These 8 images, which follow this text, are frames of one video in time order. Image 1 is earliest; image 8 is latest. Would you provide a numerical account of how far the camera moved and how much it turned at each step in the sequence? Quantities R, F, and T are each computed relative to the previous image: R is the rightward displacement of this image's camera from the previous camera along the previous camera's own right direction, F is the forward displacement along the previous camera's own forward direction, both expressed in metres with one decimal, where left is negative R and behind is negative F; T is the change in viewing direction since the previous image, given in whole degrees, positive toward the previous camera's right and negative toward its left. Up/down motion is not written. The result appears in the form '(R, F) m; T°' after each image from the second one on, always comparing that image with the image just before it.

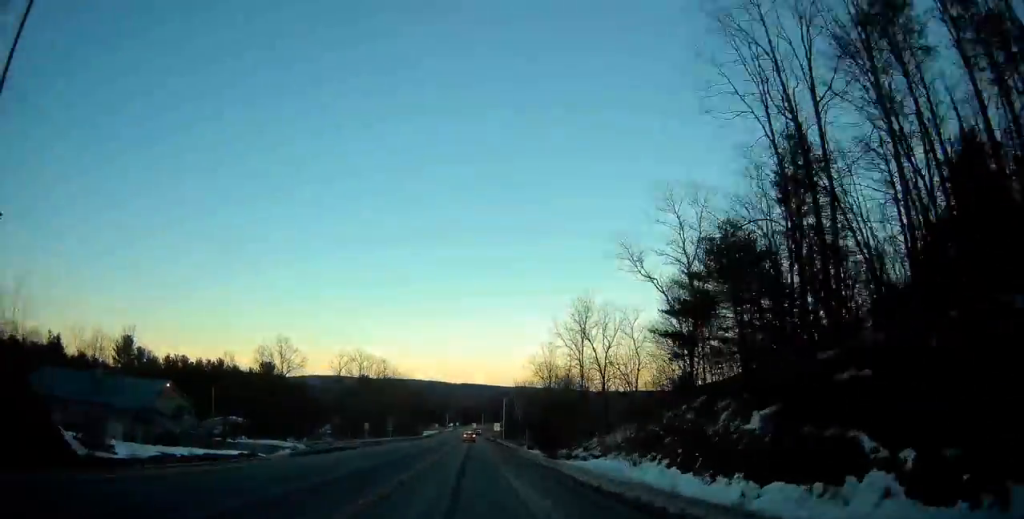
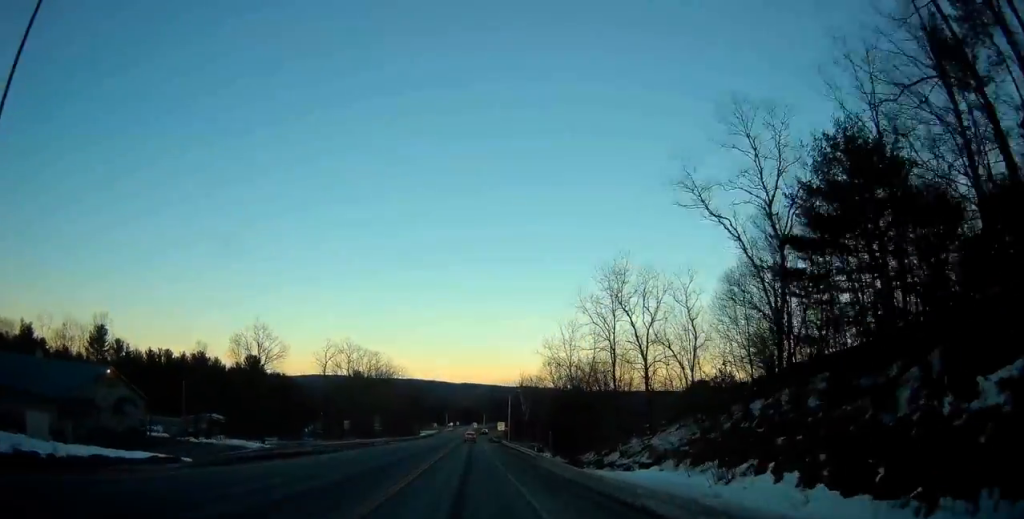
(-0.1, +13.3) m; 0°
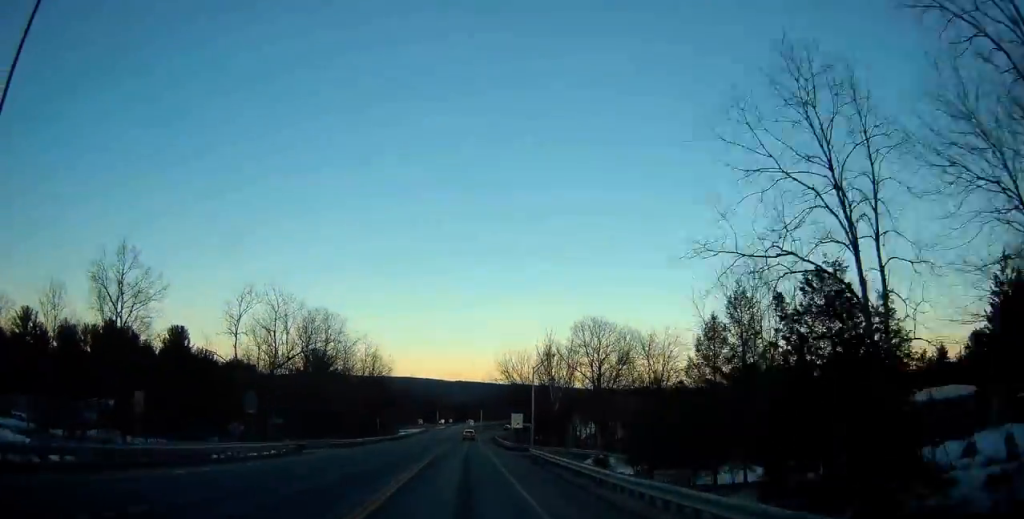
(+0.1, +42.8) m; 0°
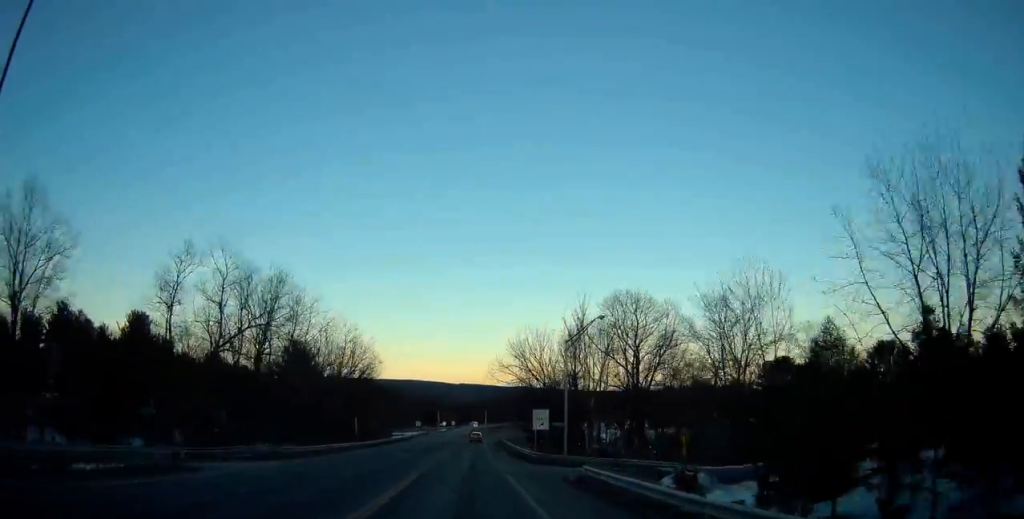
(-0.4, +17.9) m; 0°
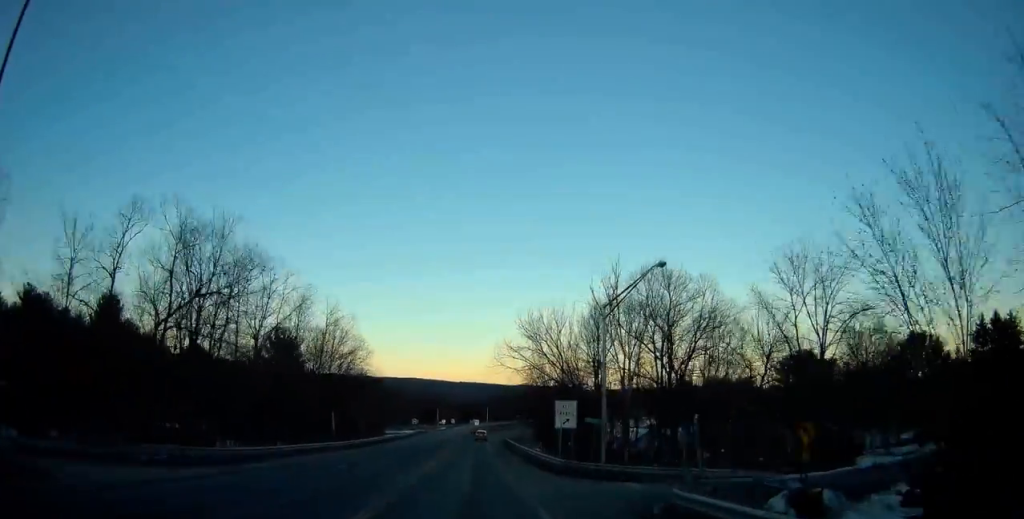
(+0.3, +10.9) m; 0°
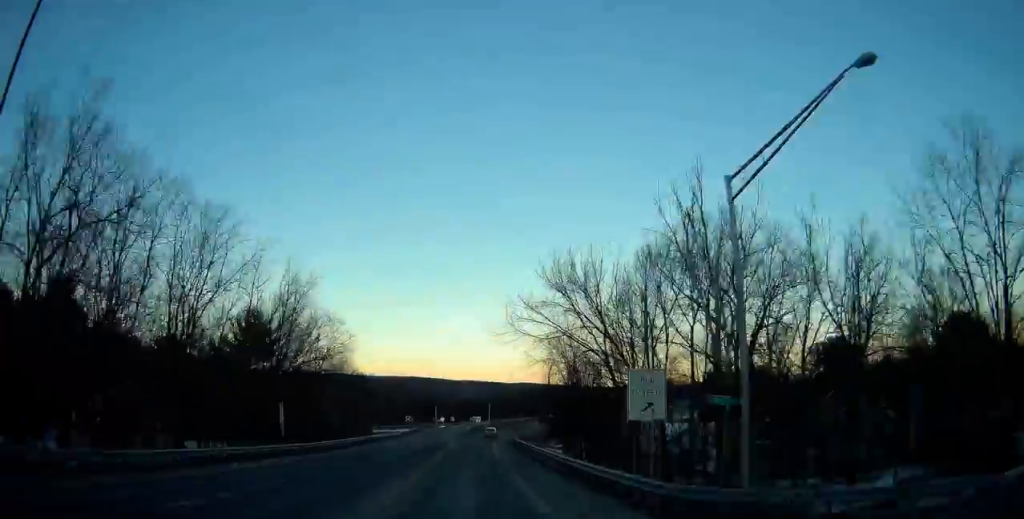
(+0.2, +14.8) m; 0°
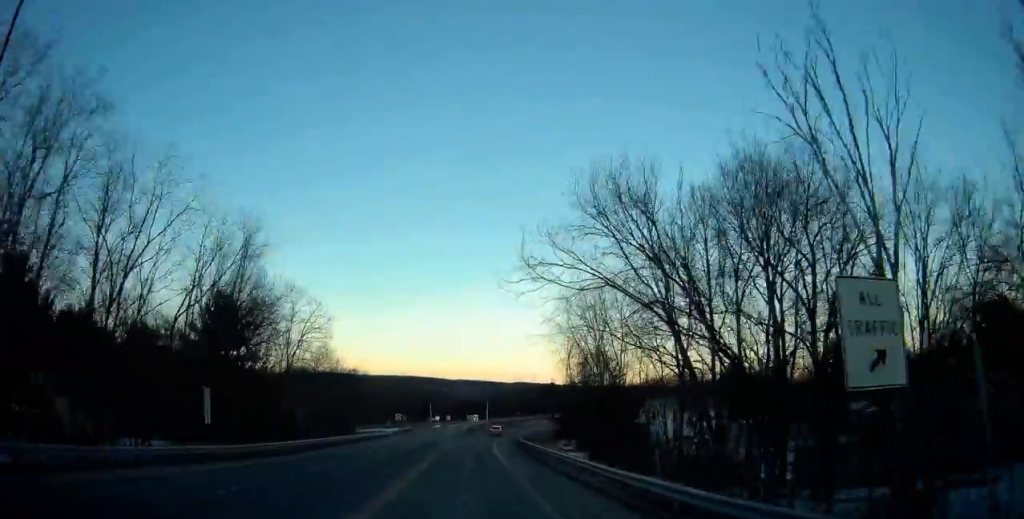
(-0.2, +11.0) m; 0°
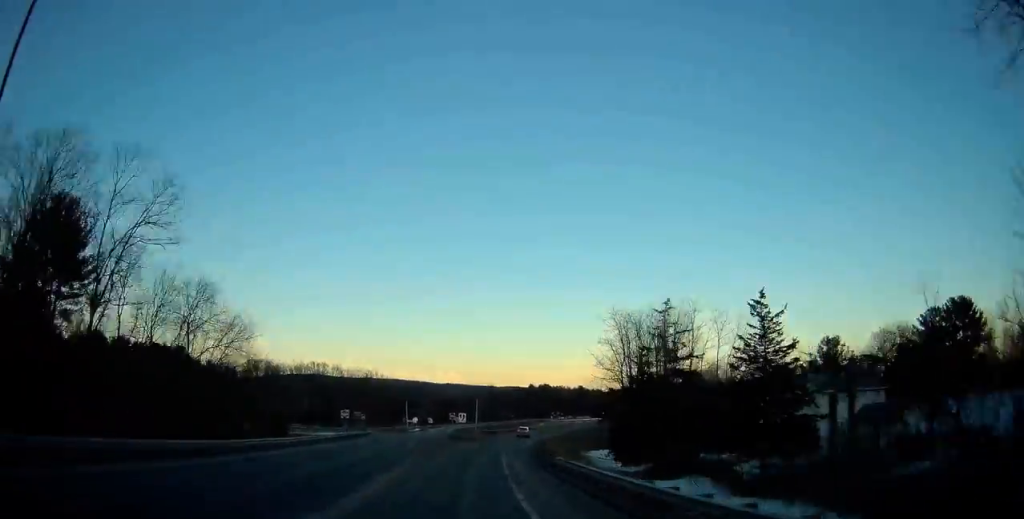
(+0.3, +35.9) m; +1°
